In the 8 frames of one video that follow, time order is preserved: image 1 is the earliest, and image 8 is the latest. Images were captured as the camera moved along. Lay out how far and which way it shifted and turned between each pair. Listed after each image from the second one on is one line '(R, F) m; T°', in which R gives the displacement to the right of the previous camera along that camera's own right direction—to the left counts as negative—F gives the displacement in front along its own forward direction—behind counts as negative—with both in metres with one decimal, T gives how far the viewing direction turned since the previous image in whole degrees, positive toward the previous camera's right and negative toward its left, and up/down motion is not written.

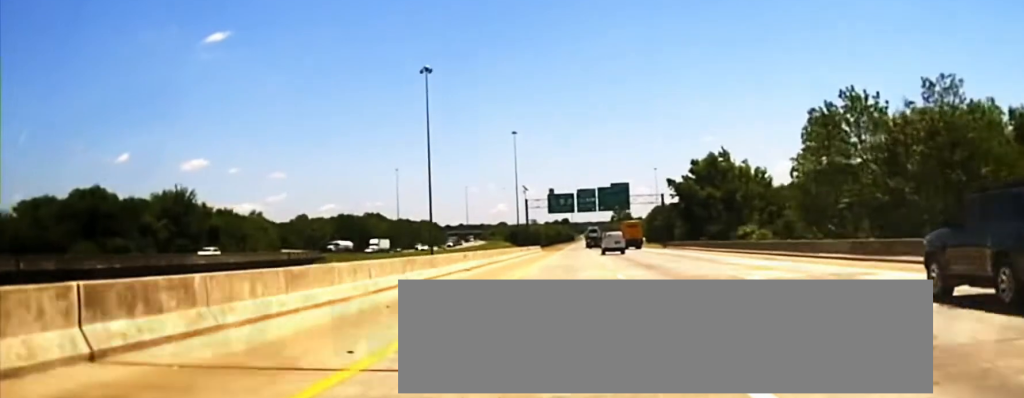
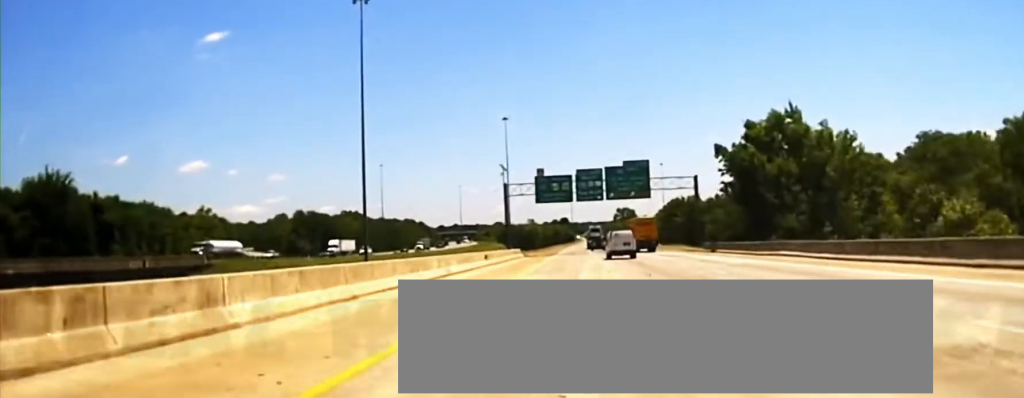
(+0.1, +59.1) m; 0°
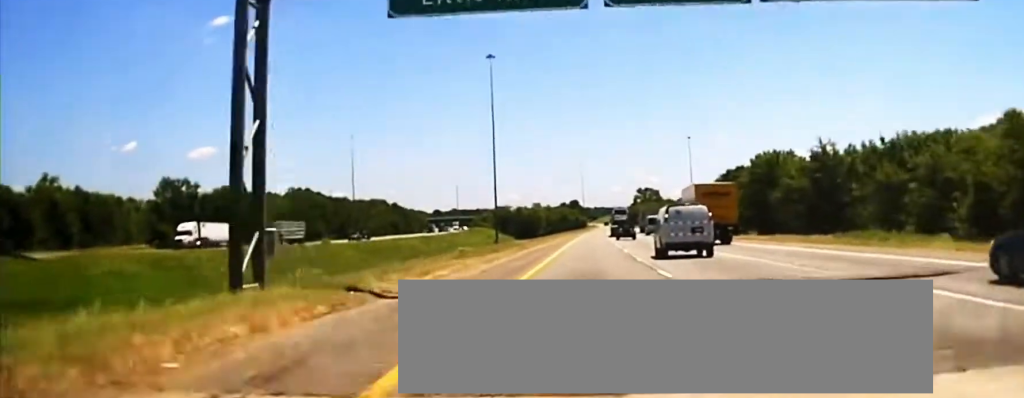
(-0.3, +96.5) m; 0°
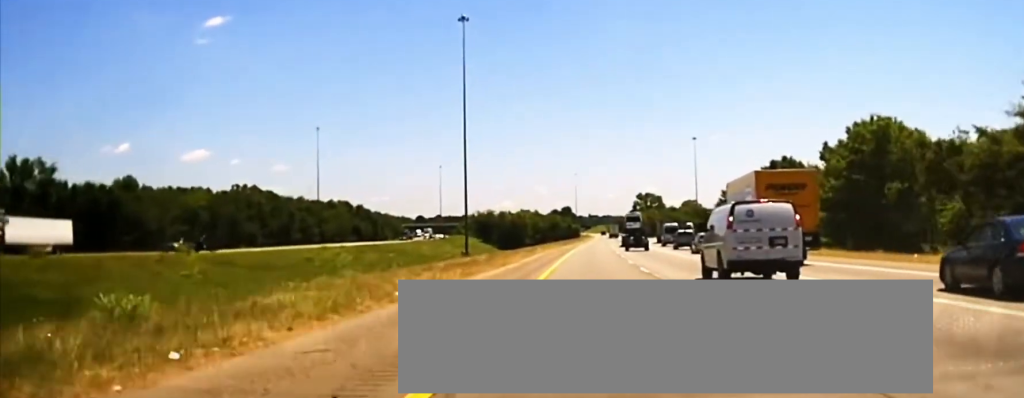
(0.0, +38.2) m; 0°
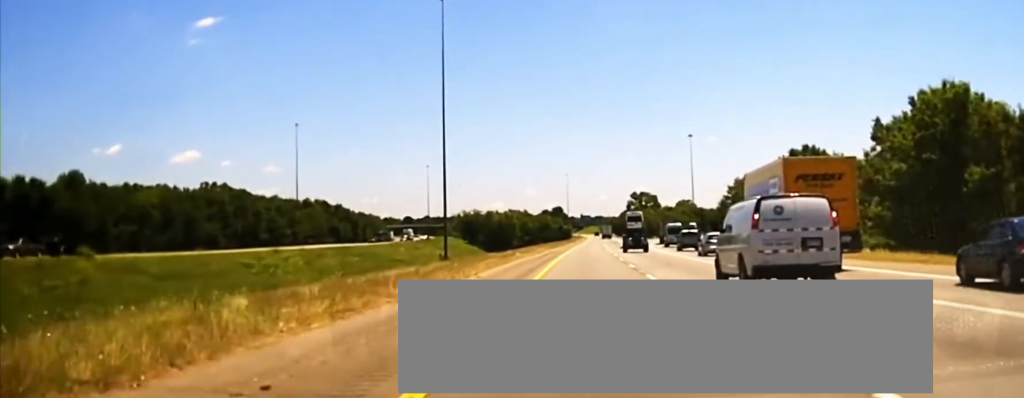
(0.0, +14.8) m; 0°
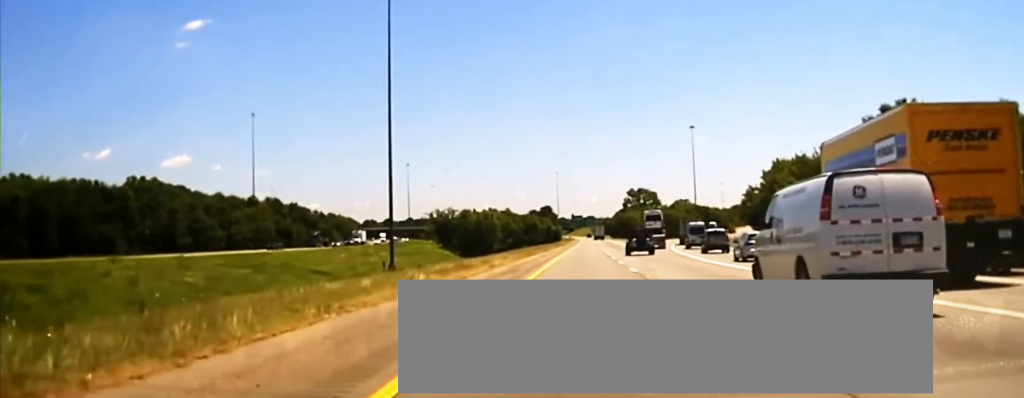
(+0.3, +38.8) m; +1°
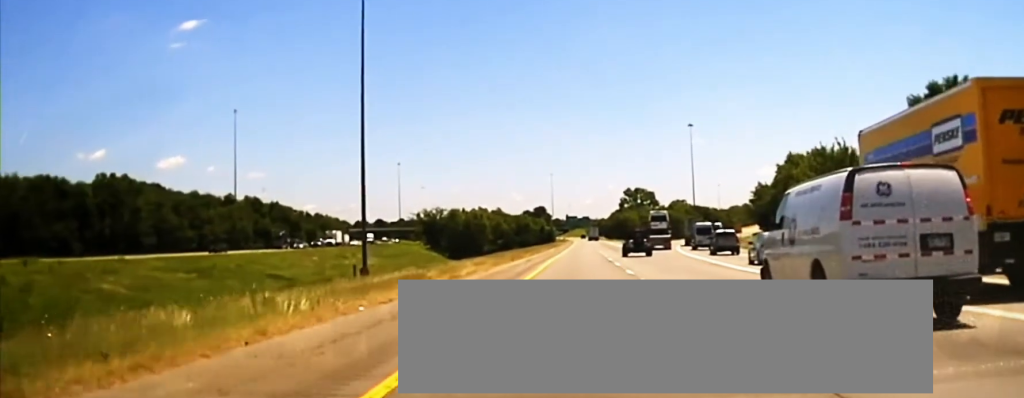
(0.0, +14.6) m; +1°
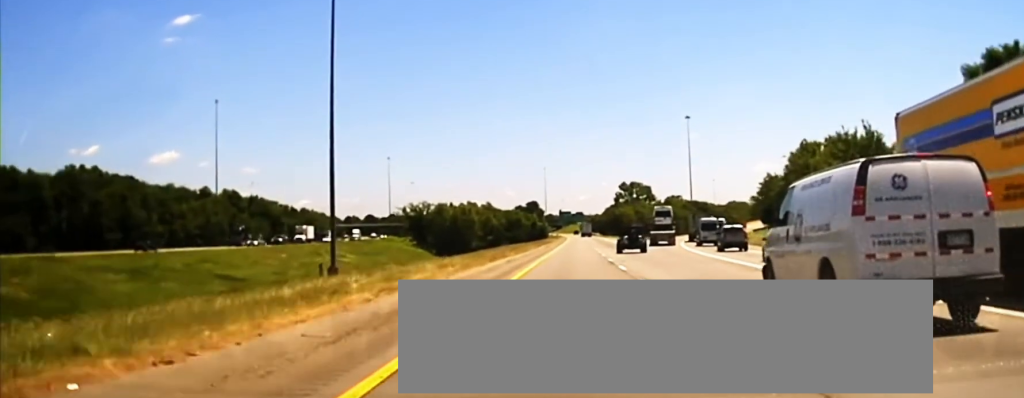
(-0.1, +14.6) m; +1°
